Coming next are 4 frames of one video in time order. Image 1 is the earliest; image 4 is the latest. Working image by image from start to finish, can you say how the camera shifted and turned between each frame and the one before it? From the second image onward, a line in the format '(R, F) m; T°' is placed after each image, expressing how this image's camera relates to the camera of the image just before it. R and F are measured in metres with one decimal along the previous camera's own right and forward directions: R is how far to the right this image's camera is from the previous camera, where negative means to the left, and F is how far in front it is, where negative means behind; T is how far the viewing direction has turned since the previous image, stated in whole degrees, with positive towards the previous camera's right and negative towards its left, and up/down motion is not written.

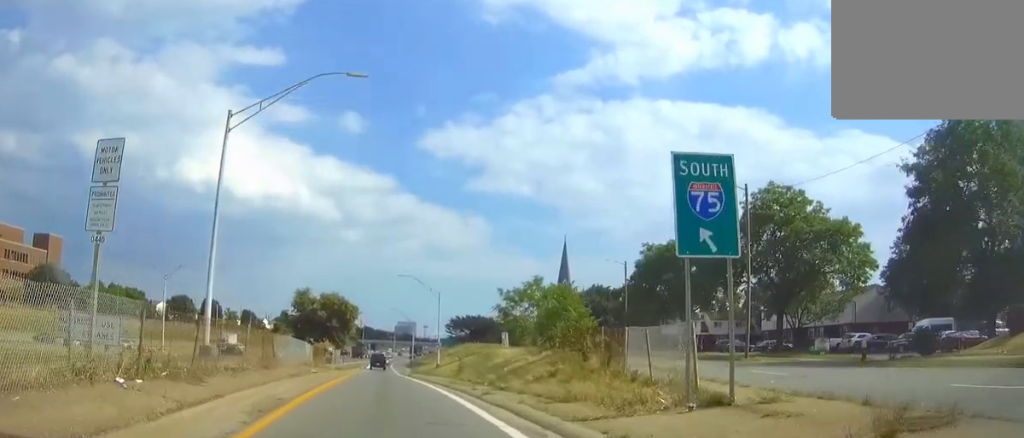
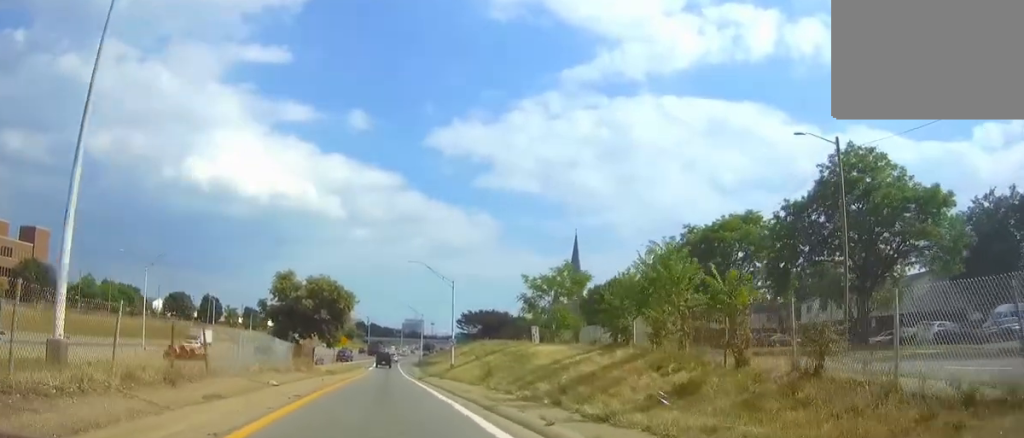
(-0.1, +10.5) m; 0°
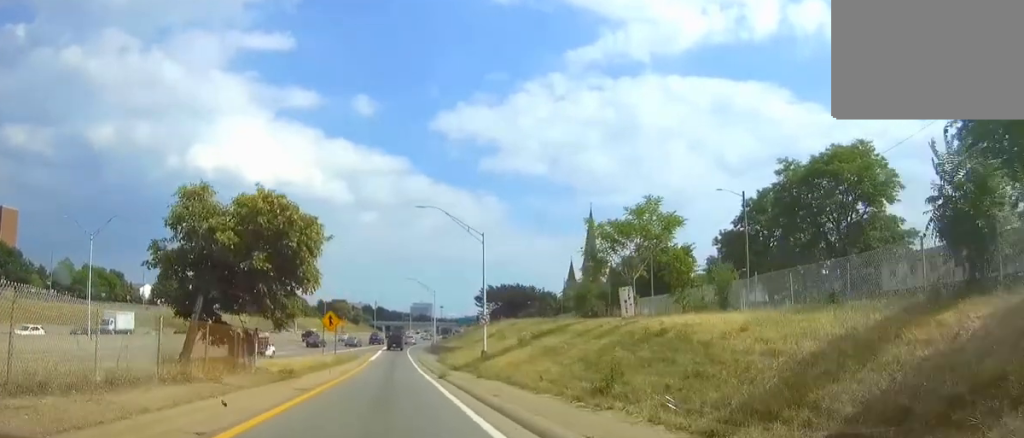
(-0.1, +18.2) m; 0°
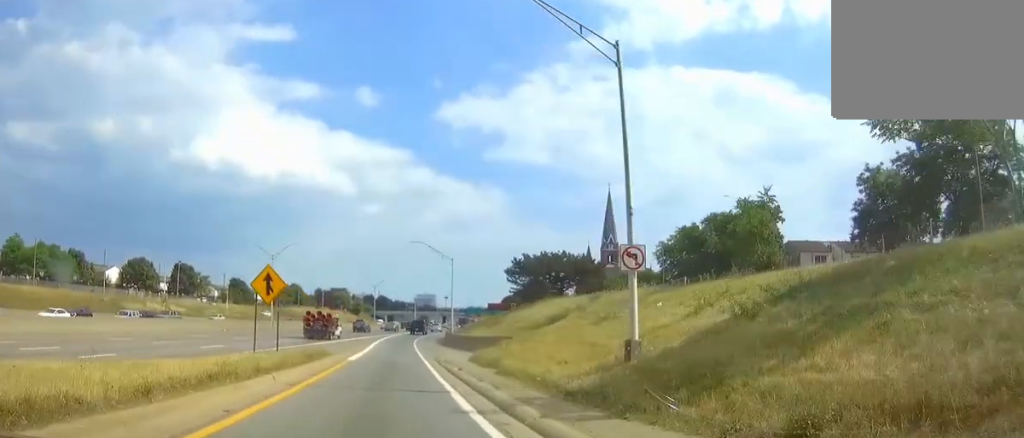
(0.0, +28.9) m; 0°
